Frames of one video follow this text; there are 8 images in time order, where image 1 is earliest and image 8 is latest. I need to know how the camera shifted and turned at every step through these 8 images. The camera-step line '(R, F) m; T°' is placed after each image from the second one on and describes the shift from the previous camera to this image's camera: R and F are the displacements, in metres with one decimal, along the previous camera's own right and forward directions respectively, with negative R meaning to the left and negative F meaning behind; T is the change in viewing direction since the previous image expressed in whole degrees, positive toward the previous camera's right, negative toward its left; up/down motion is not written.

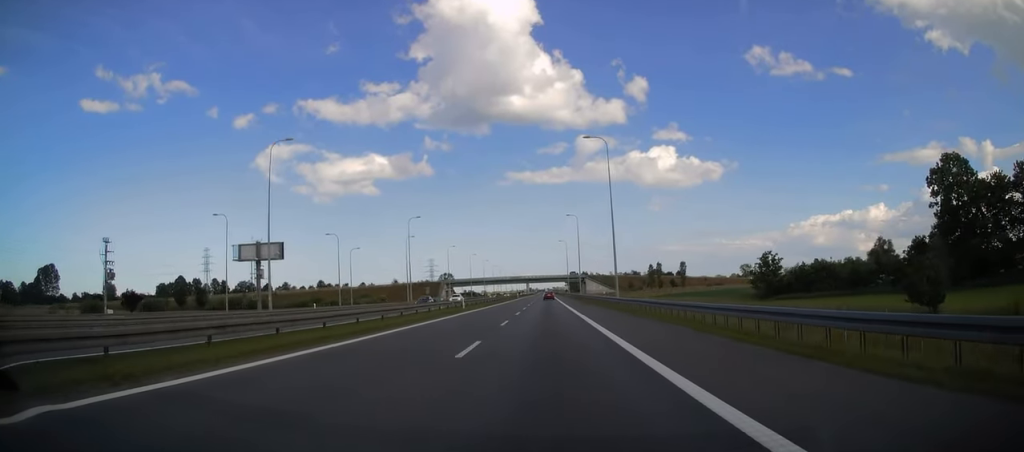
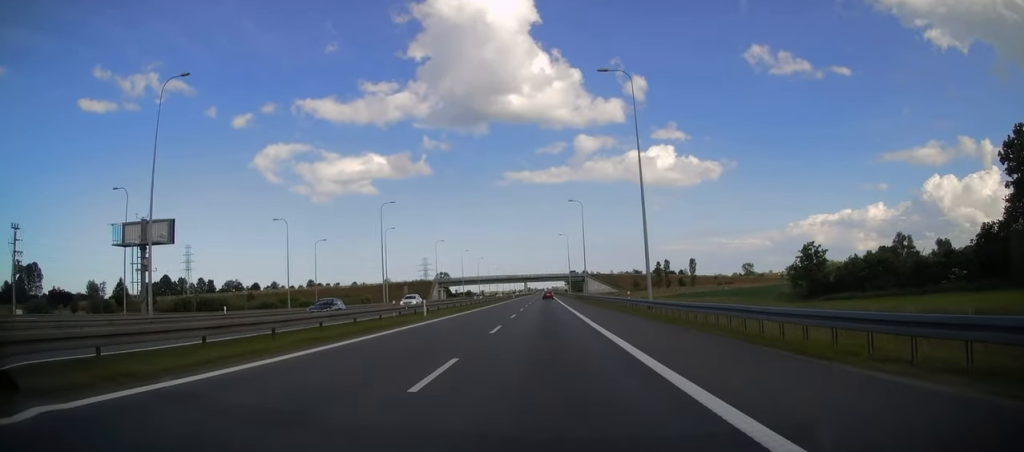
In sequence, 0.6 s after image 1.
(0.0, +16.2) m; 0°
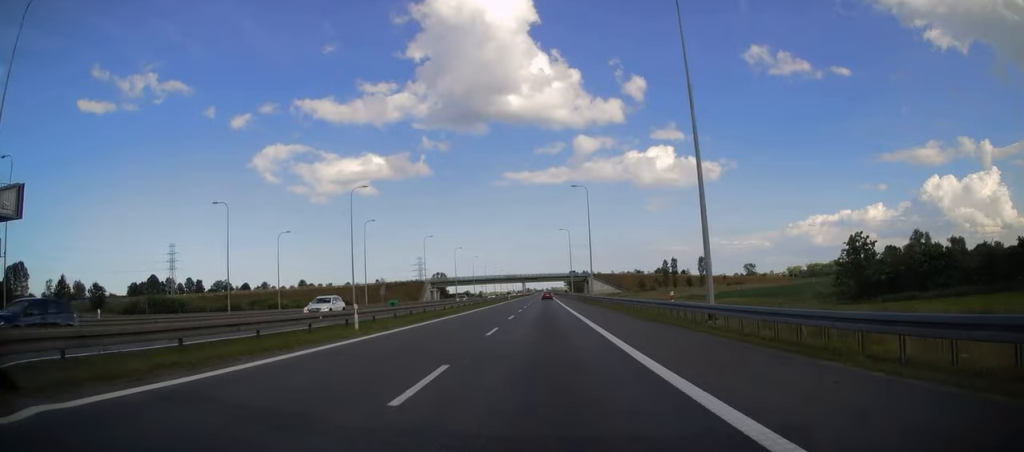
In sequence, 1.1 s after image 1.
(-0.1, +12.9) m; 0°
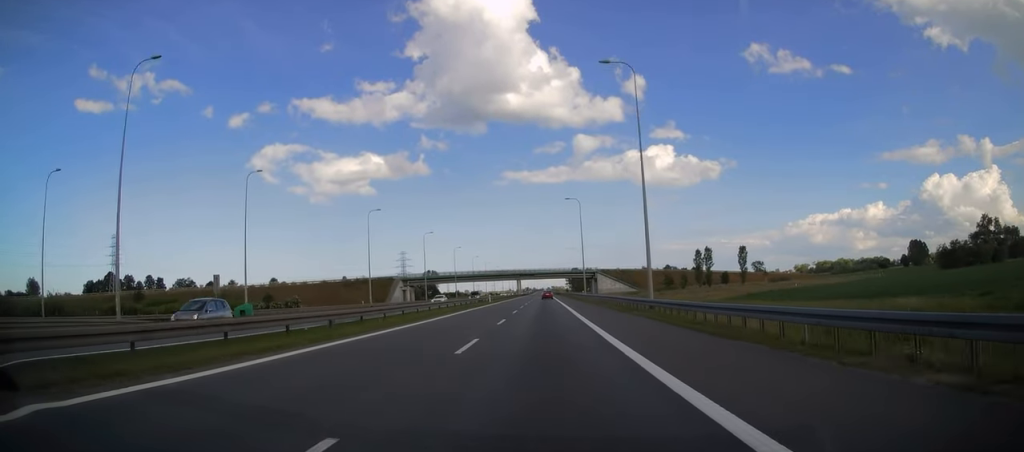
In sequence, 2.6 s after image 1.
(+0.3, +41.7) m; 0°
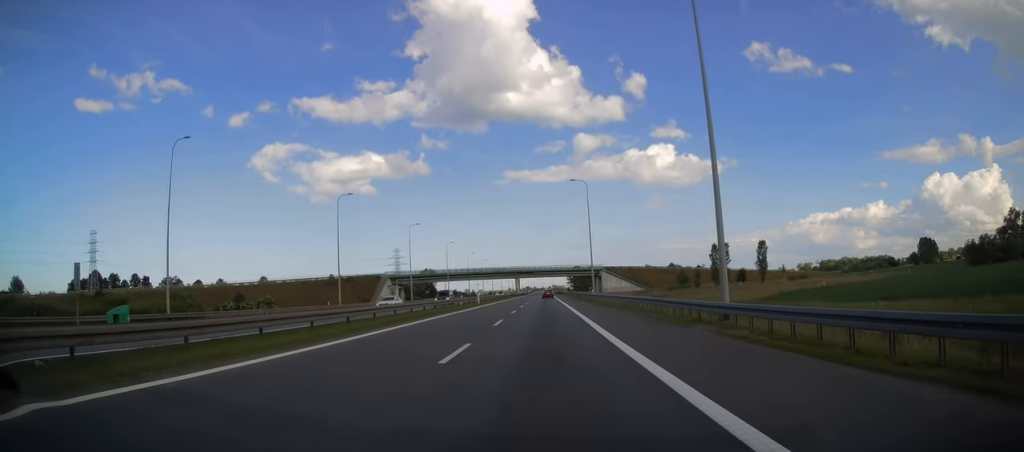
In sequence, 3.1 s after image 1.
(-0.1, +13.9) m; 0°
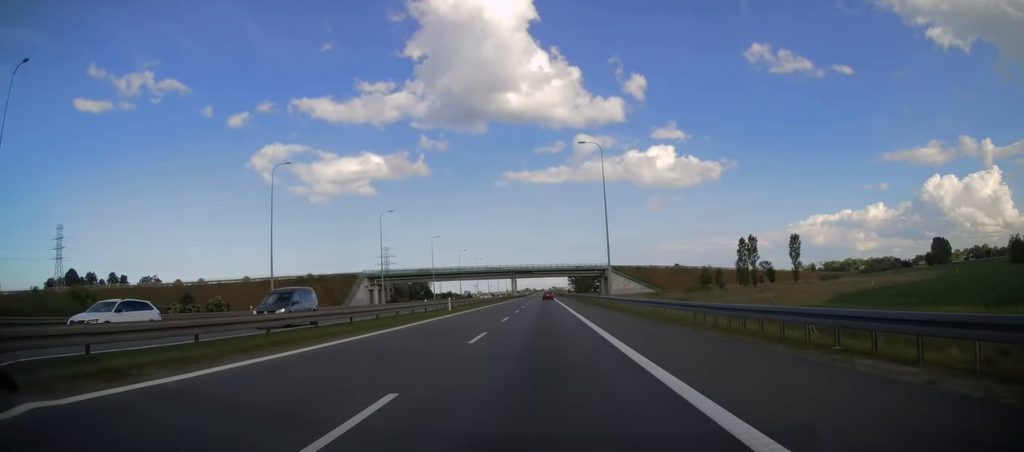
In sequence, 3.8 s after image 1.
(0.0, +19.4) m; 0°
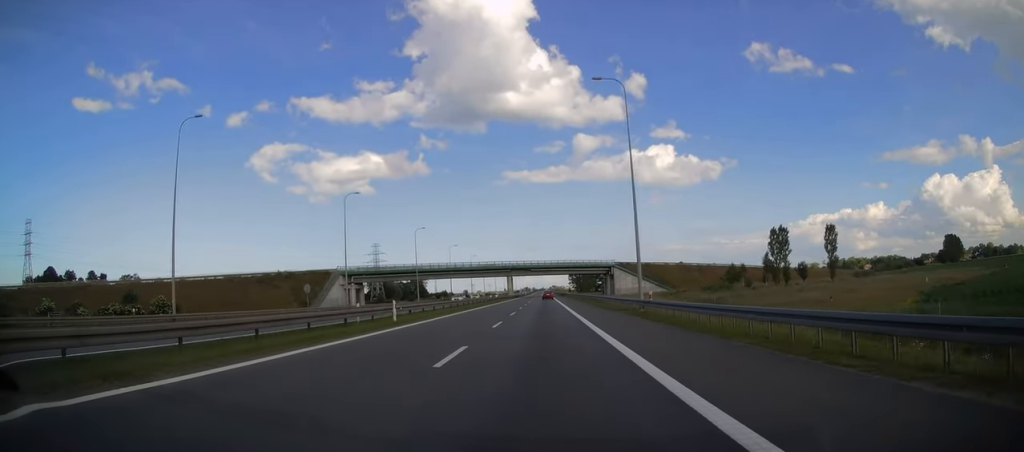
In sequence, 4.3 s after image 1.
(0.0, +16.6) m; 0°
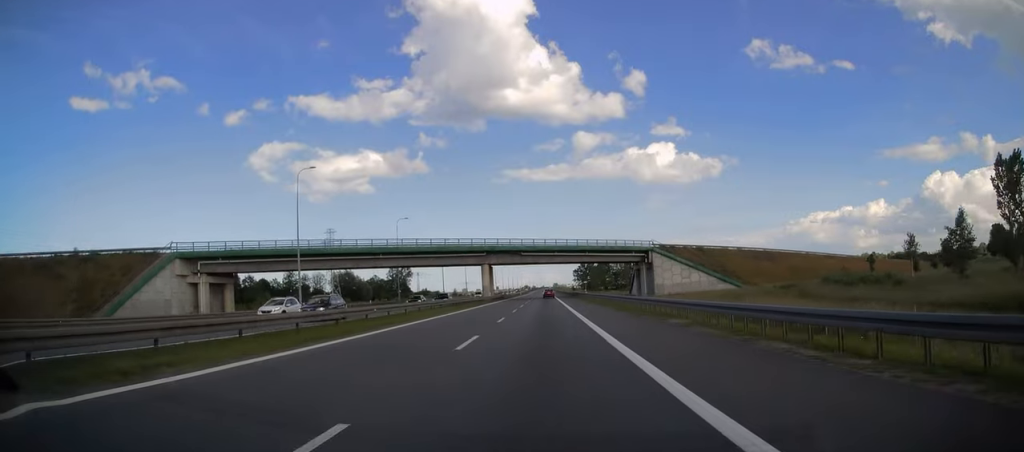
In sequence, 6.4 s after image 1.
(0.0, +56.6) m; 0°
